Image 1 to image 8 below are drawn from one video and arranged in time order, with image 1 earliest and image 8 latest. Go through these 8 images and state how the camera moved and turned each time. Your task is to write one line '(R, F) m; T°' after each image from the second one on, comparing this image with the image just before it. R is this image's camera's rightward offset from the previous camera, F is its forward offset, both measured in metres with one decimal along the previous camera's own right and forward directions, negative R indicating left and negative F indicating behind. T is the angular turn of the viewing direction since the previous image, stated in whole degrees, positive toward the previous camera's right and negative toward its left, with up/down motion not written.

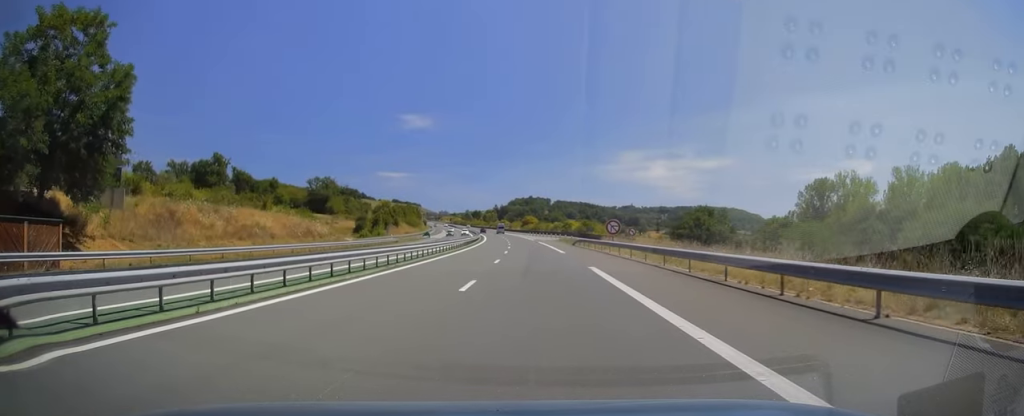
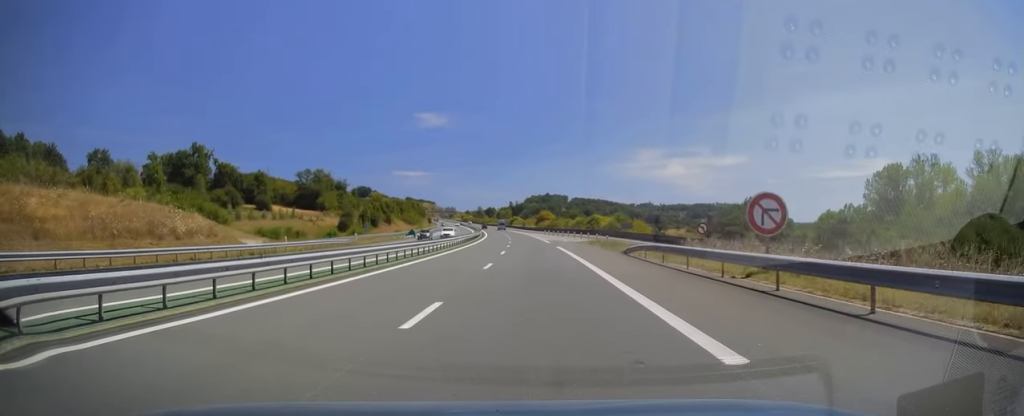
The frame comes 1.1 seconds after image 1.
(-0.4, +31.9) m; -1°
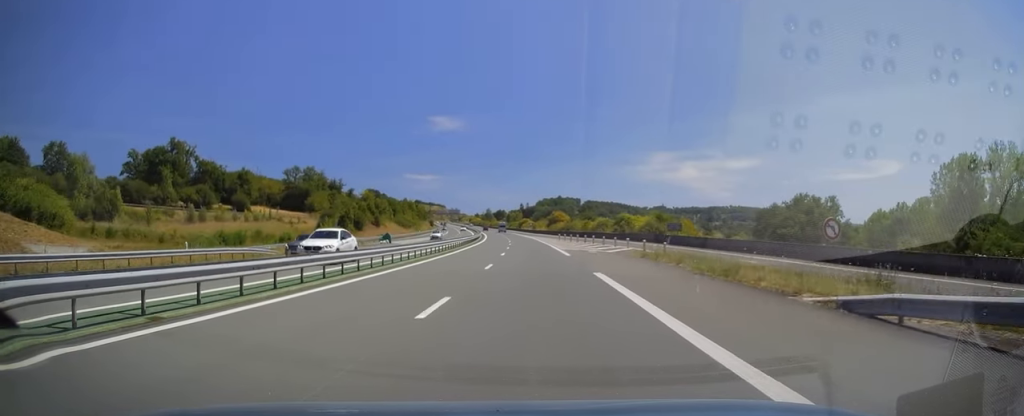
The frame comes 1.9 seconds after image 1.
(0.0, +24.9) m; -1°
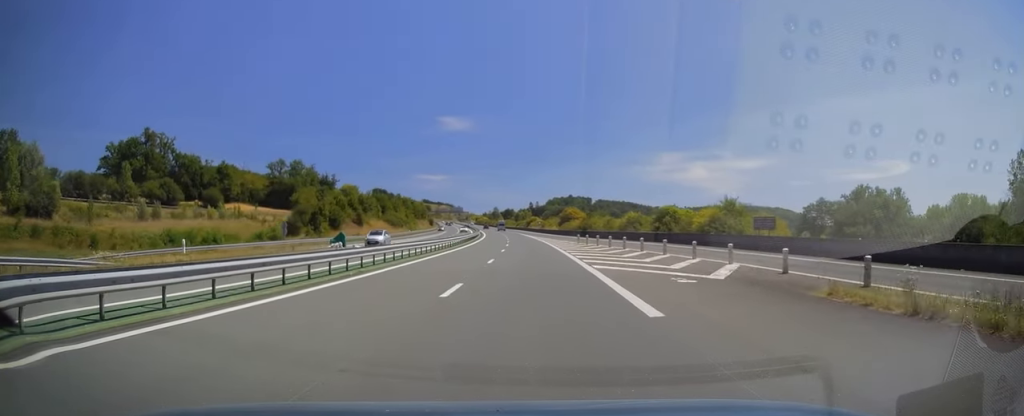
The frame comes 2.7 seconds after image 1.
(-0.2, +23.3) m; -1°
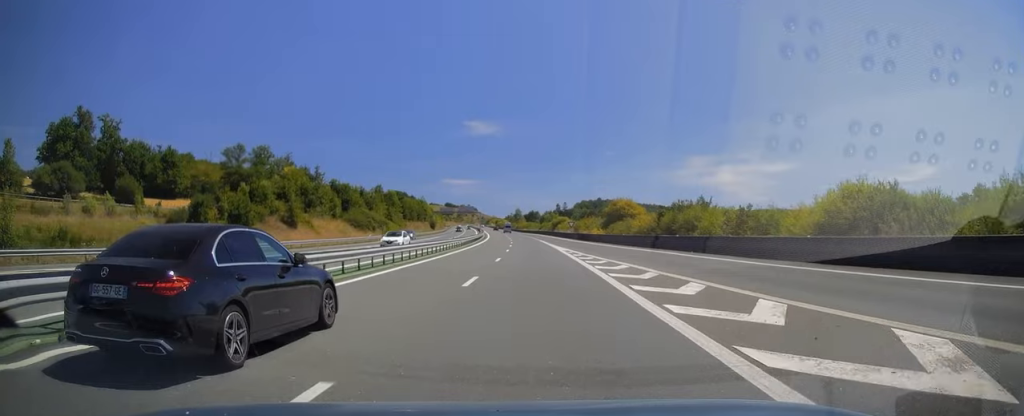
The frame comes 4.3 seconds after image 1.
(-1.4, +49.2) m; -3°
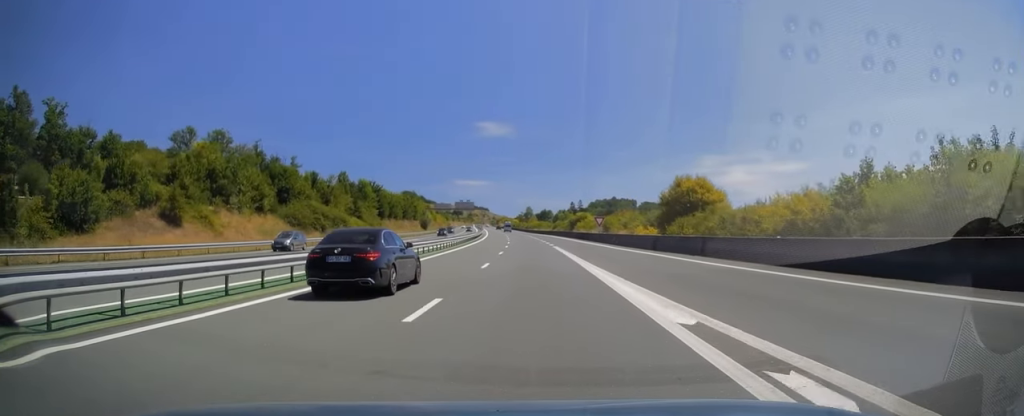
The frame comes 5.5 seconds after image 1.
(-0.5, +32.5) m; -1°
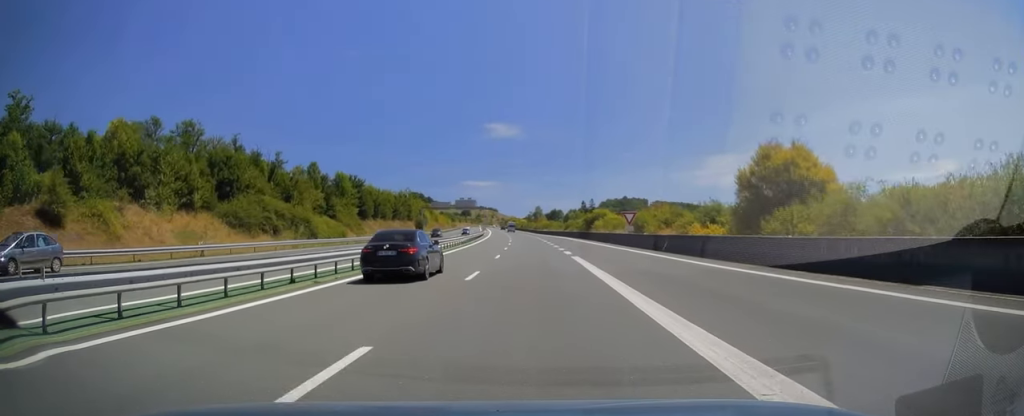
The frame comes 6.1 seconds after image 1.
(-0.1, +18.2) m; -1°
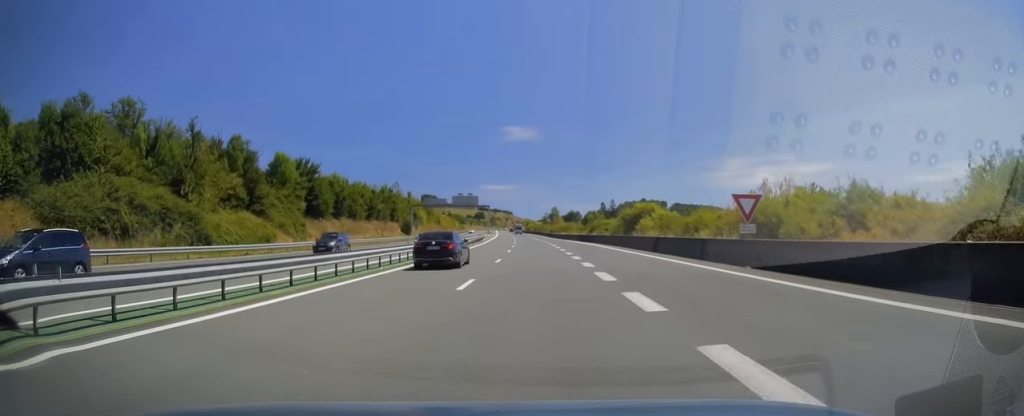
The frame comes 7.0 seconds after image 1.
(-0.3, +28.4) m; -1°
